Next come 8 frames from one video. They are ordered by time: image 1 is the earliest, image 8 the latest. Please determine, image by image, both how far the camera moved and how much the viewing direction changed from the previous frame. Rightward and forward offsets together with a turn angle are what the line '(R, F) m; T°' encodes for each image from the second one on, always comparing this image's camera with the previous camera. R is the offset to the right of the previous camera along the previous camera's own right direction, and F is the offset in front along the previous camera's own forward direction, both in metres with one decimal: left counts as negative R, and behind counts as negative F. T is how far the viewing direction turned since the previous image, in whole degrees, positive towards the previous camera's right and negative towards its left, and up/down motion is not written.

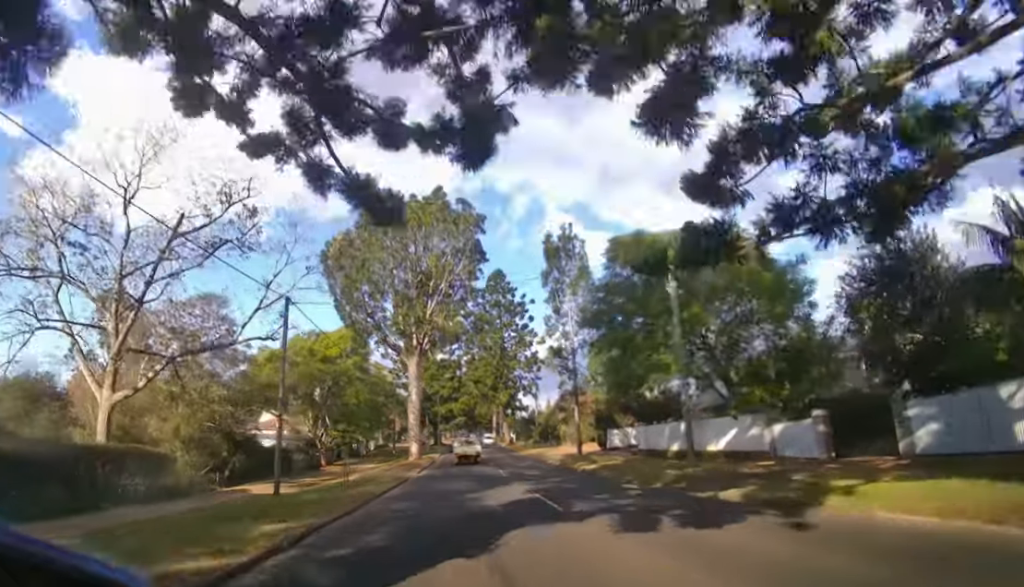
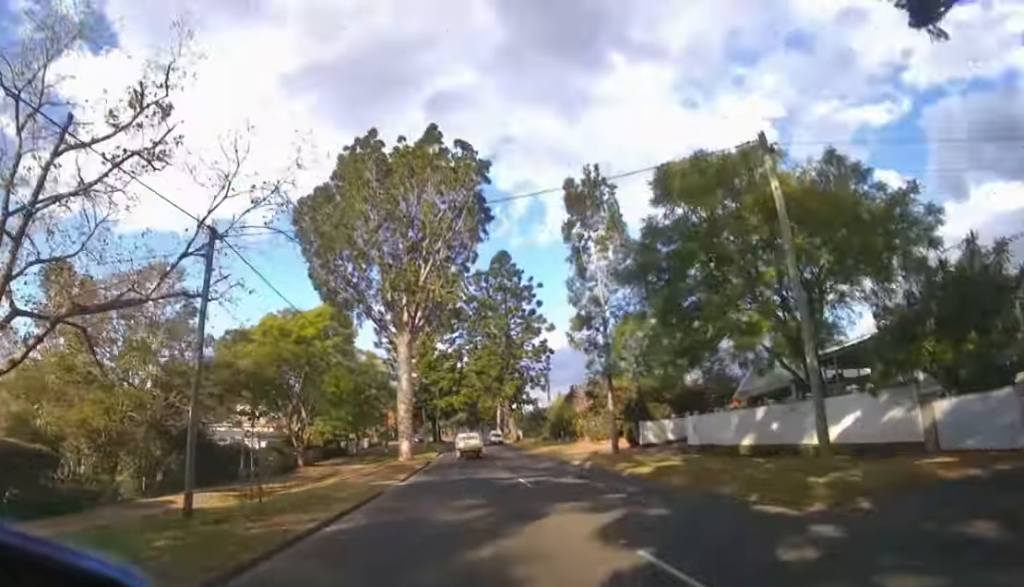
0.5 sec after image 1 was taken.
(0.0, +6.8) m; 0°
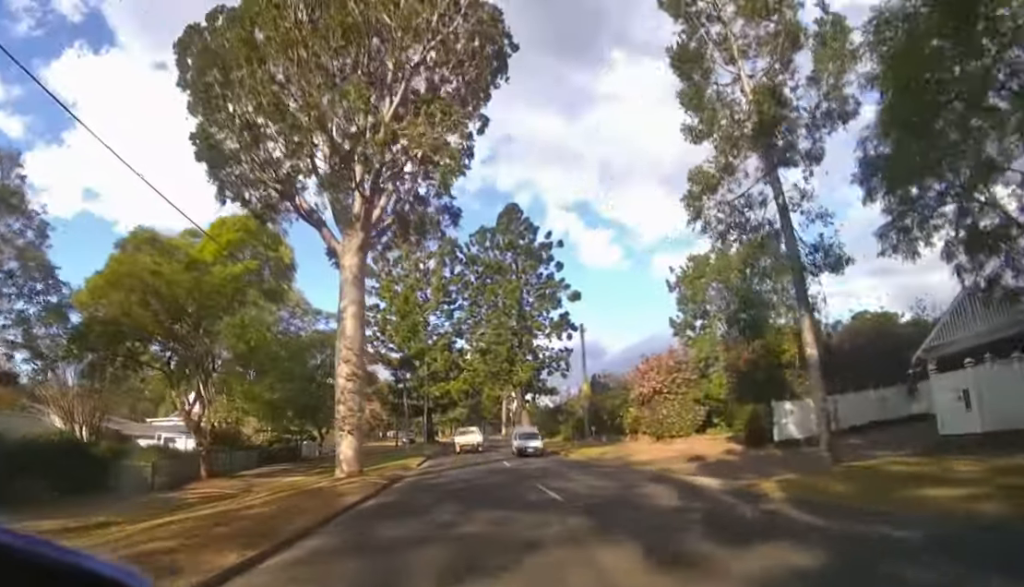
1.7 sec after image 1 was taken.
(-0.1, +15.5) m; 0°
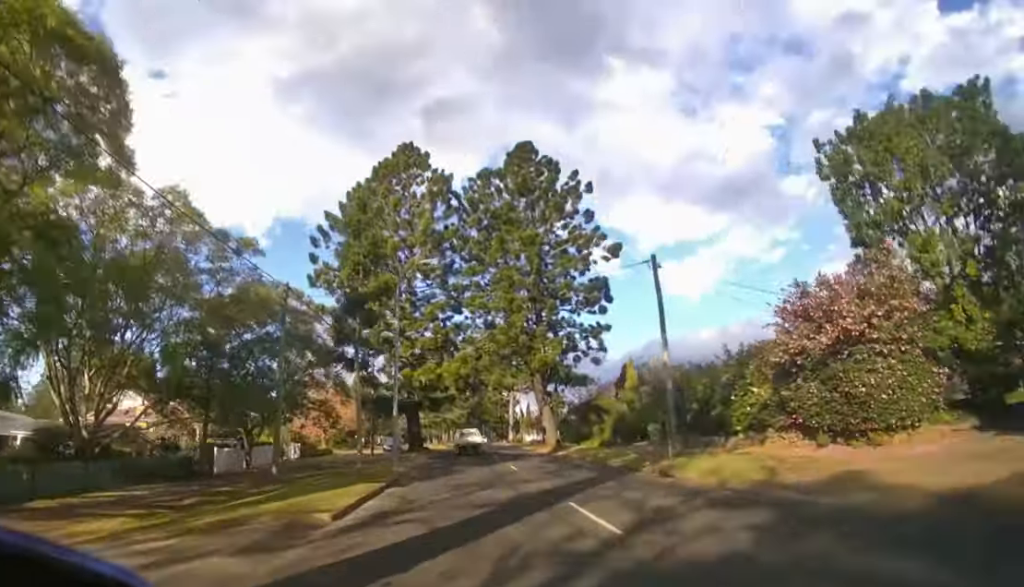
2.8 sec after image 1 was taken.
(+0.1, +15.7) m; +1°
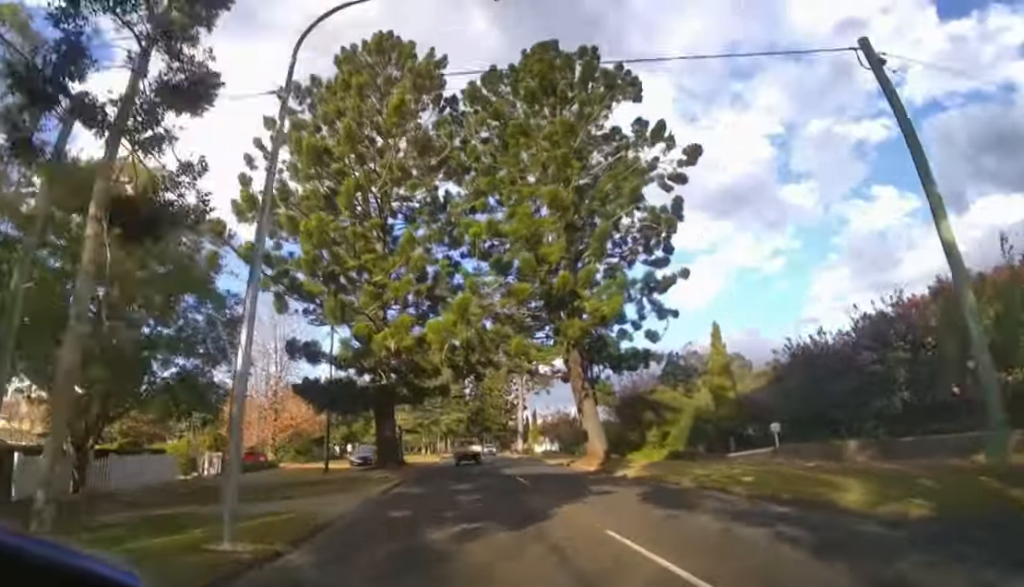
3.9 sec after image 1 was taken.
(+0.1, +14.5) m; 0°
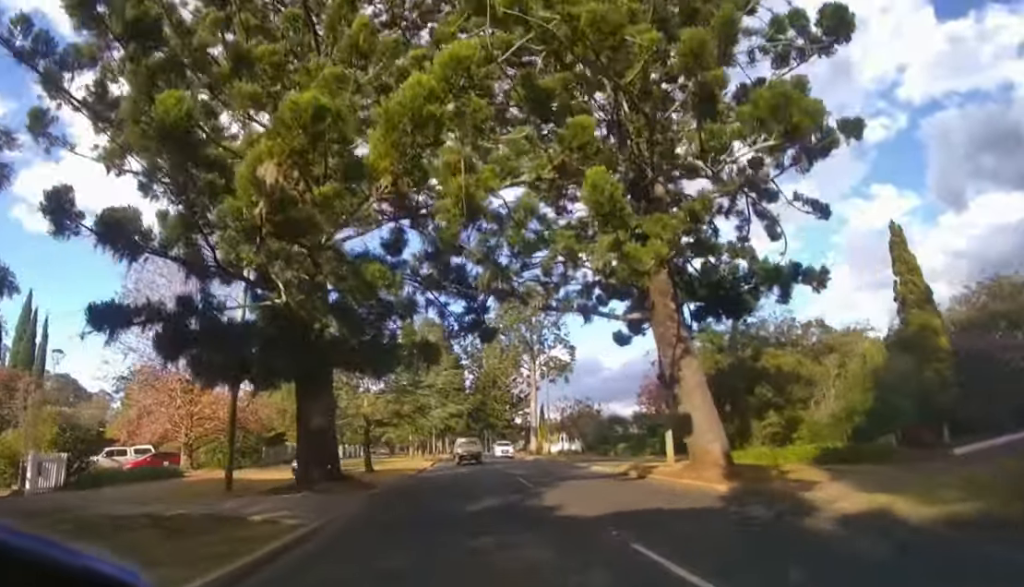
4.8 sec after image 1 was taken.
(-0.1, +13.2) m; +1°
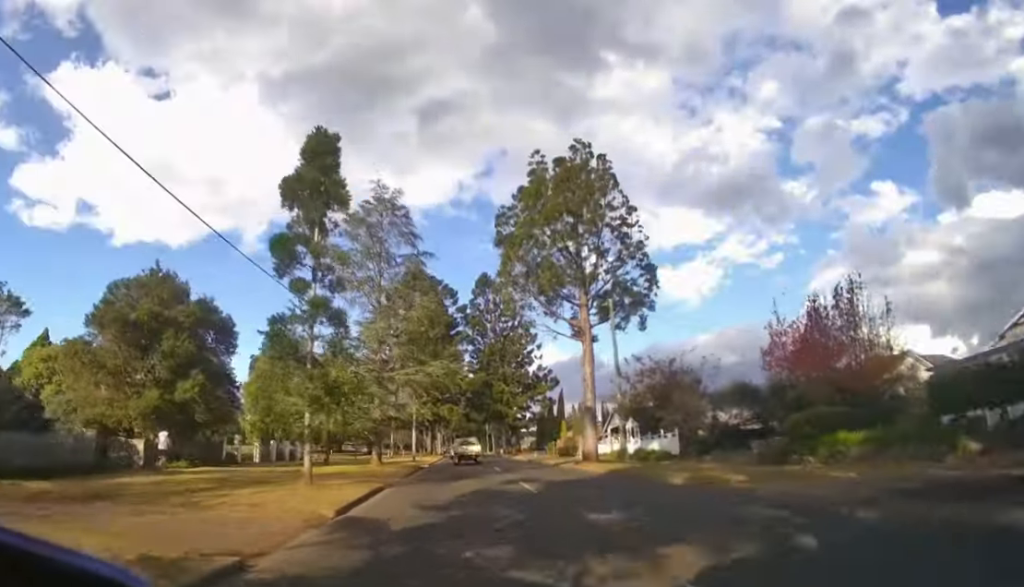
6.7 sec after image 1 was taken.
(+0.4, +26.4) m; 0°
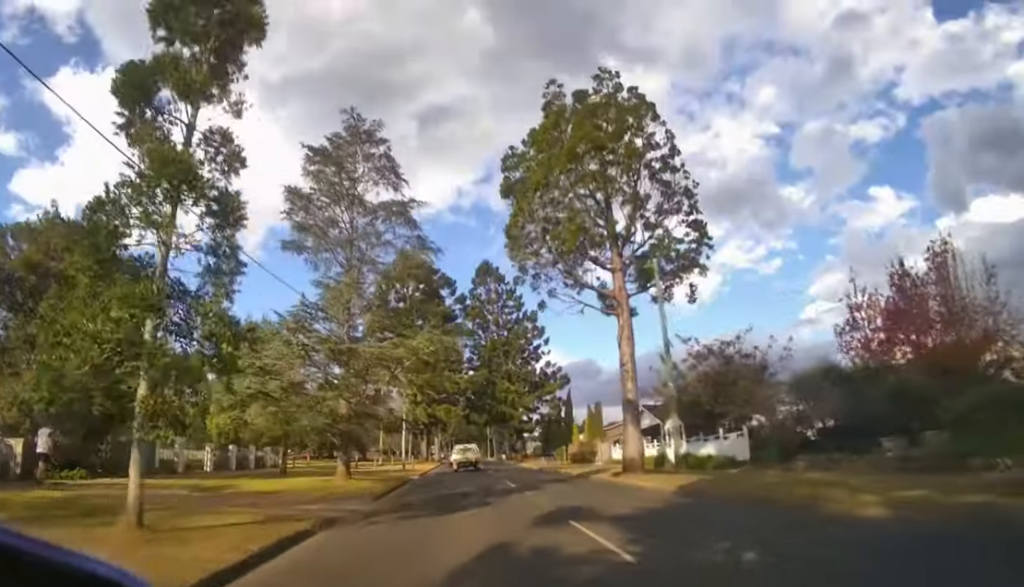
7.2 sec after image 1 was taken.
(-0.1, +8.0) m; 0°
